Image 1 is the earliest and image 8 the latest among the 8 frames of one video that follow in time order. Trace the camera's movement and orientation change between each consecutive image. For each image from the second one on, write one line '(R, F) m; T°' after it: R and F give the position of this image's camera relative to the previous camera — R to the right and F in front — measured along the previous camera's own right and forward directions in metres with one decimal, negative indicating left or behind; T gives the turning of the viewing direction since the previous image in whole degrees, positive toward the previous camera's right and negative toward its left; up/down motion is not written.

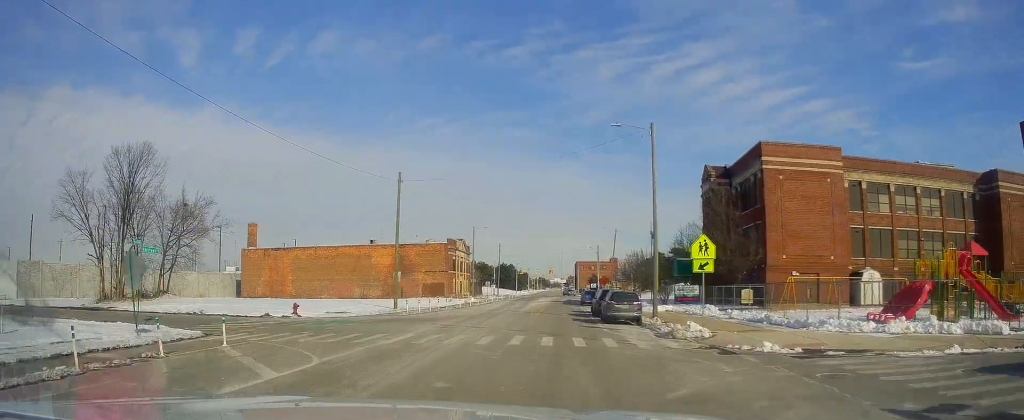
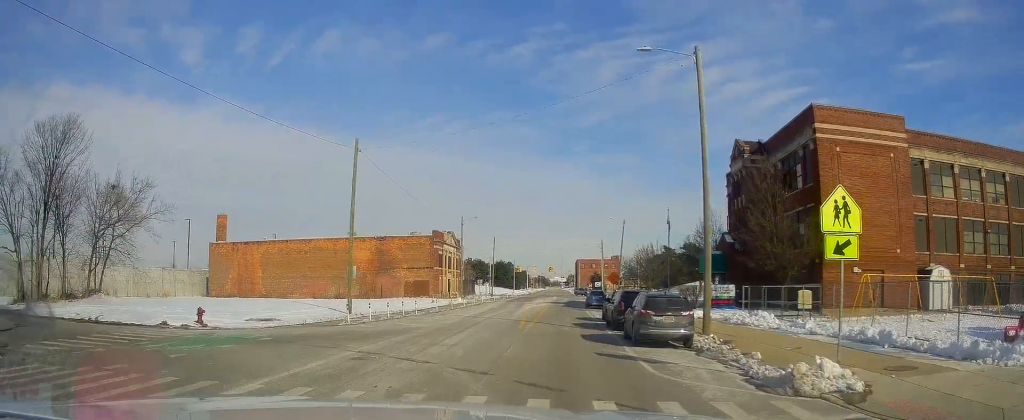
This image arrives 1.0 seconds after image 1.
(-0.2, +10.7) m; 0°
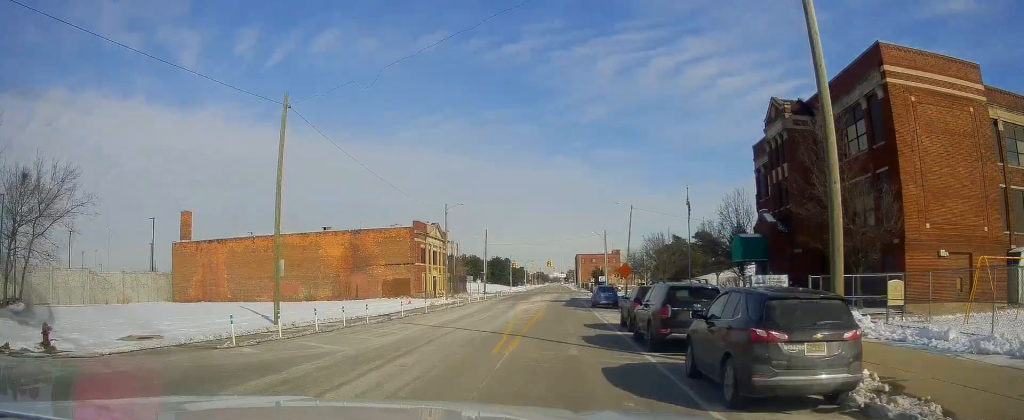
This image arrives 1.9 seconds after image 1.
(+0.2, +9.6) m; +1°
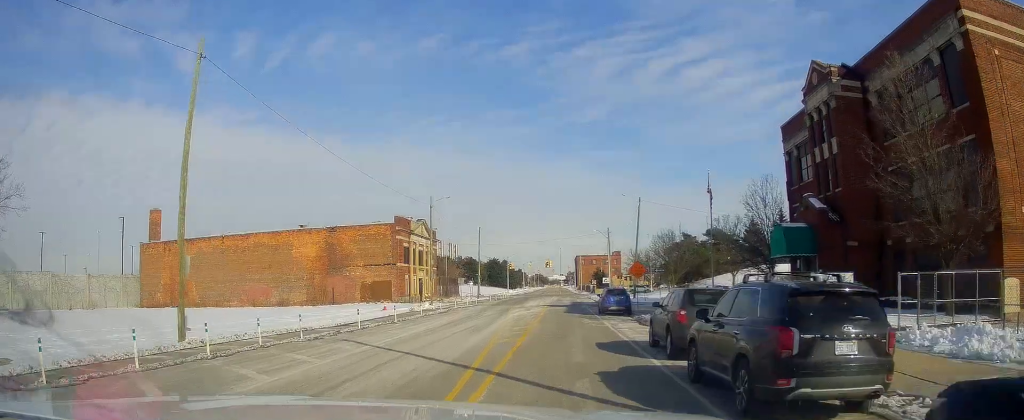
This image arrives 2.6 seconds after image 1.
(+0.1, +7.3) m; 0°
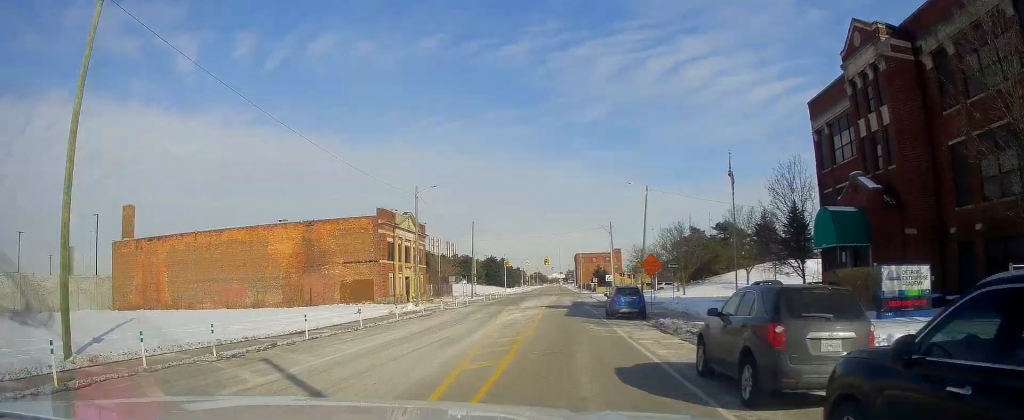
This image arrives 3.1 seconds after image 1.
(-0.1, +5.6) m; -2°
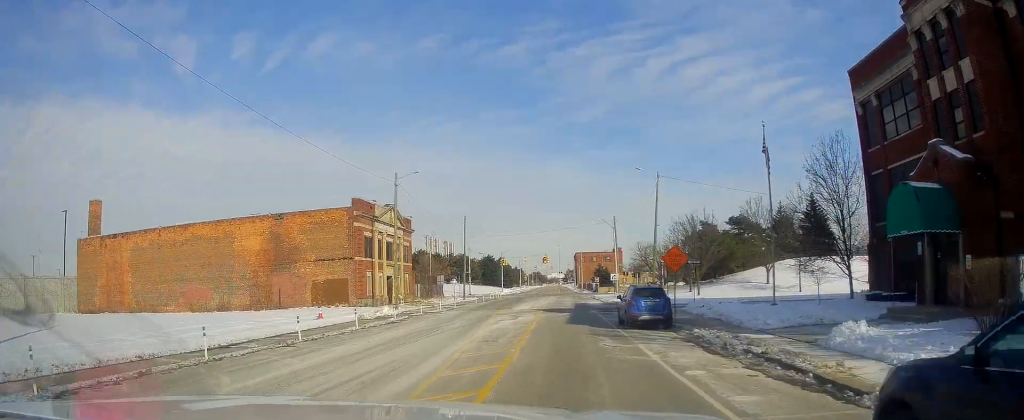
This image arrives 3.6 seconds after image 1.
(-0.1, +6.4) m; -1°
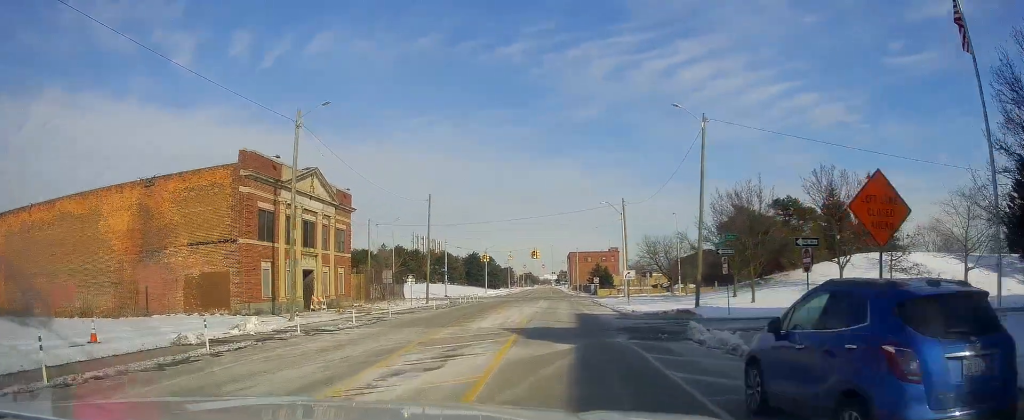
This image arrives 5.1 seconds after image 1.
(+0.1, +17.3) m; 0°
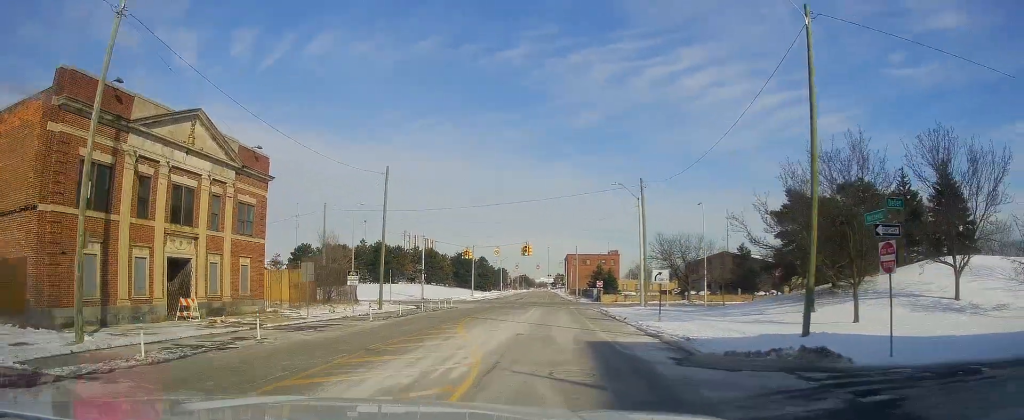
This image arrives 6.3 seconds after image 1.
(-0.4, +14.5) m; +2°
